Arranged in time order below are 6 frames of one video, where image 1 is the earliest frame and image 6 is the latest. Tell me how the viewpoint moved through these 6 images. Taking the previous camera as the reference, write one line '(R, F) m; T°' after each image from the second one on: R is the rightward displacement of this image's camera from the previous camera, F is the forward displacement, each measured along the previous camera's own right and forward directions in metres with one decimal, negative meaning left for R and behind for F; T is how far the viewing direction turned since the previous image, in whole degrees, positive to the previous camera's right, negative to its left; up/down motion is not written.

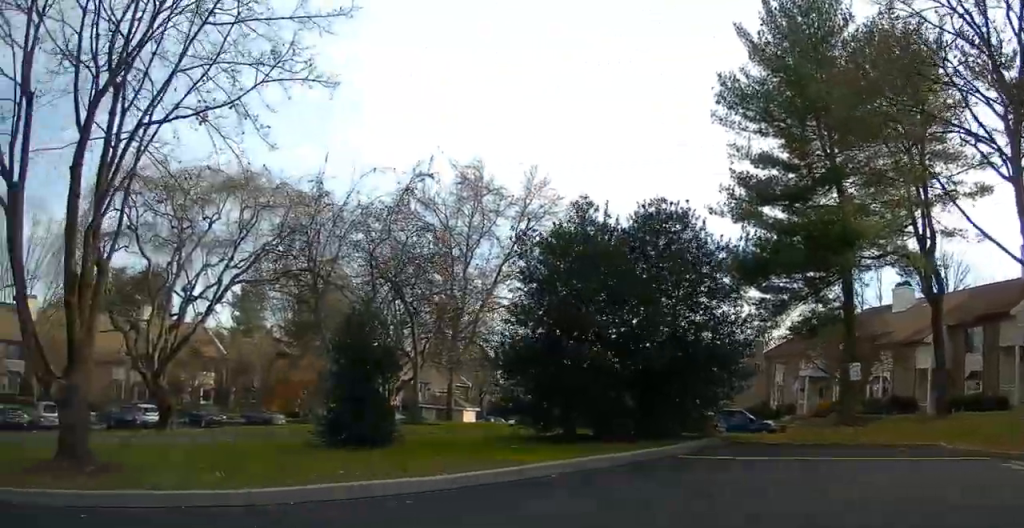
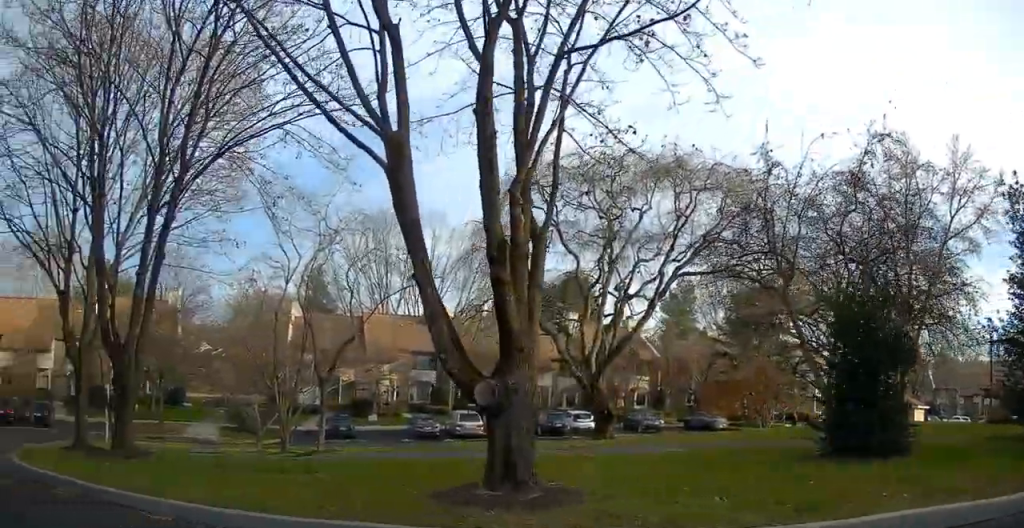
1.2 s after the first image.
(-0.8, +2.3) m; -45°
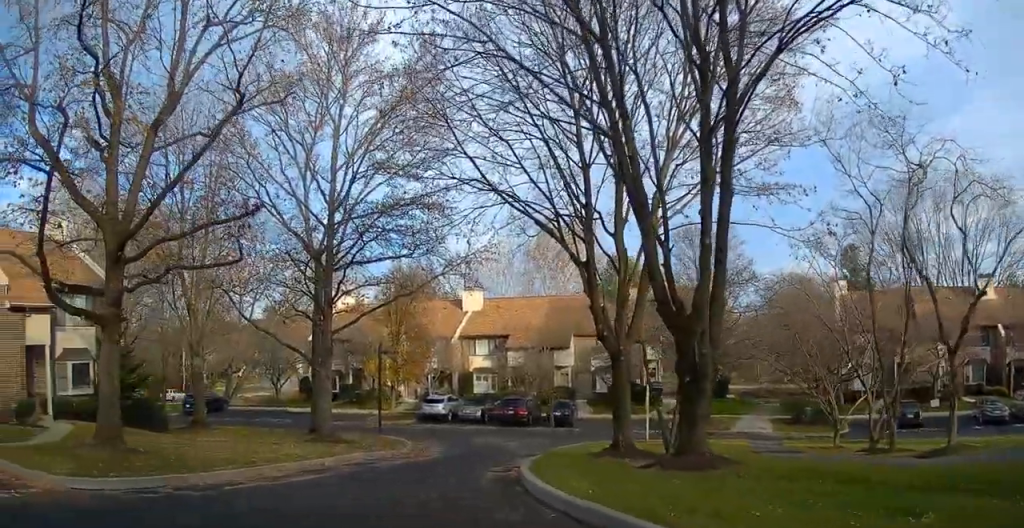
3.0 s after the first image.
(-2.0, +3.9) m; -40°
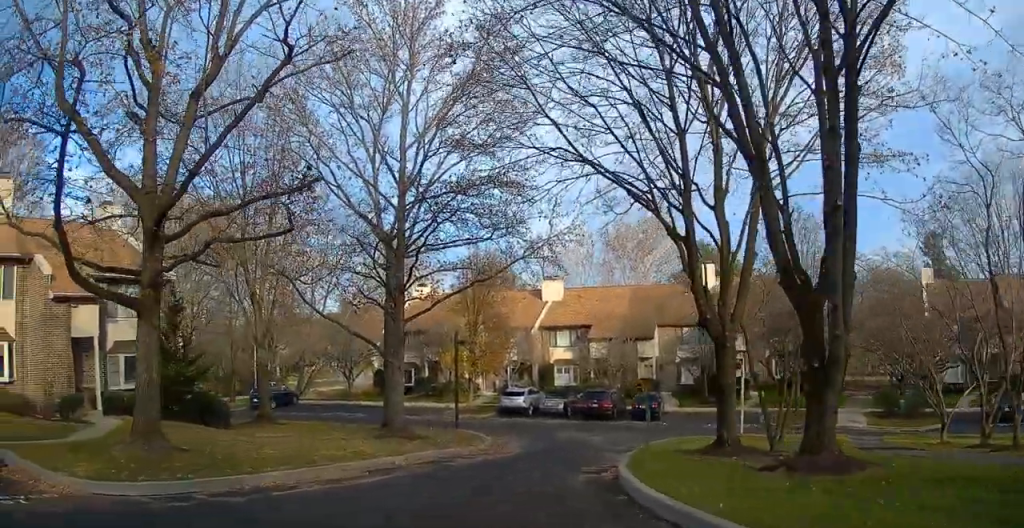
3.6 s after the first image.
(-0.1, +1.7) m; -4°
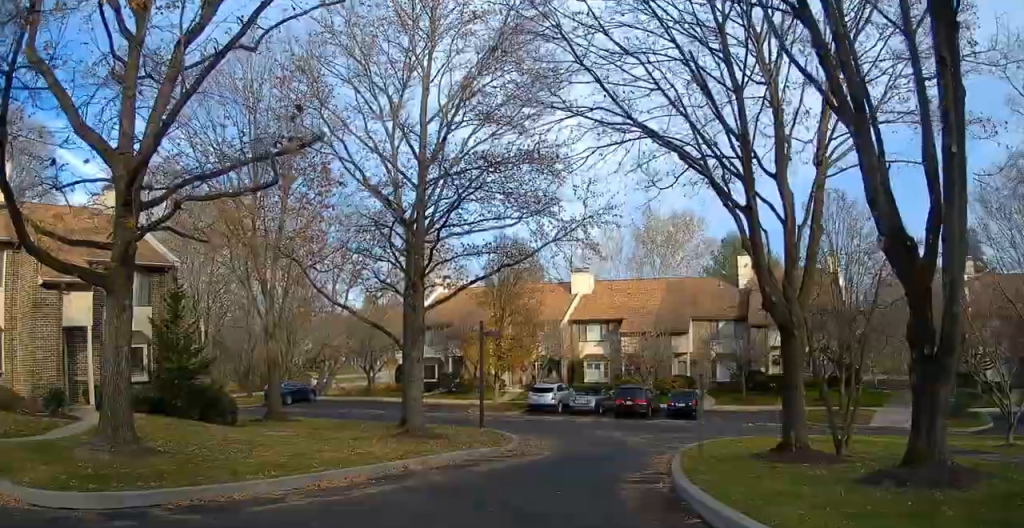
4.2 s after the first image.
(-0.2, +2.1) m; +1°
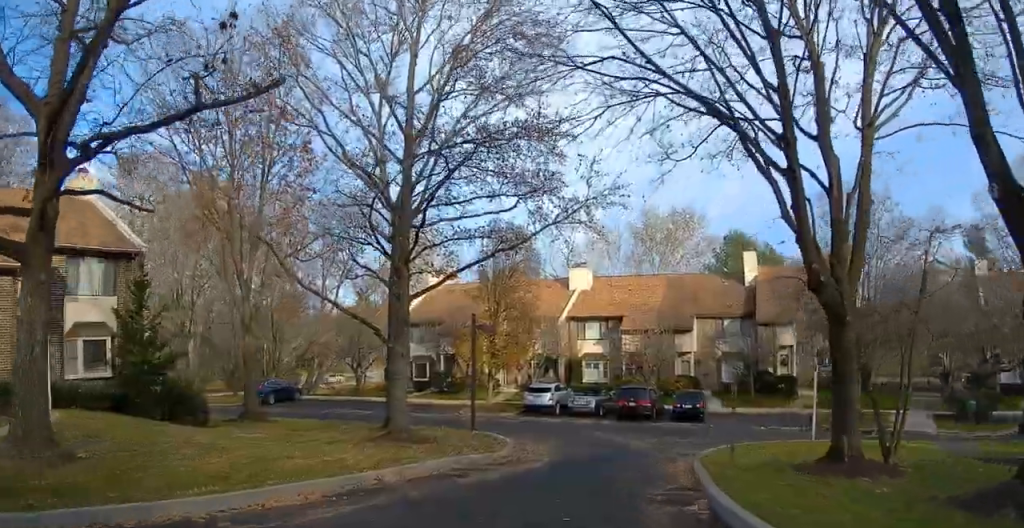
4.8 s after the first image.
(+0.2, +2.3) m; +1°
